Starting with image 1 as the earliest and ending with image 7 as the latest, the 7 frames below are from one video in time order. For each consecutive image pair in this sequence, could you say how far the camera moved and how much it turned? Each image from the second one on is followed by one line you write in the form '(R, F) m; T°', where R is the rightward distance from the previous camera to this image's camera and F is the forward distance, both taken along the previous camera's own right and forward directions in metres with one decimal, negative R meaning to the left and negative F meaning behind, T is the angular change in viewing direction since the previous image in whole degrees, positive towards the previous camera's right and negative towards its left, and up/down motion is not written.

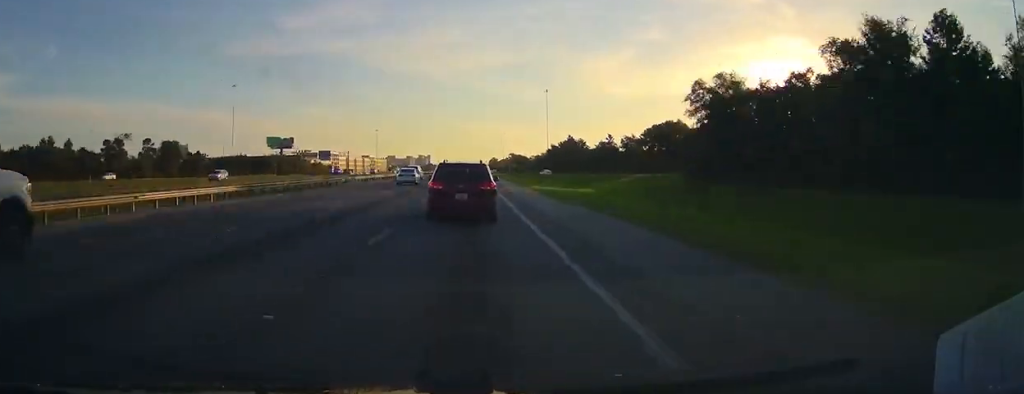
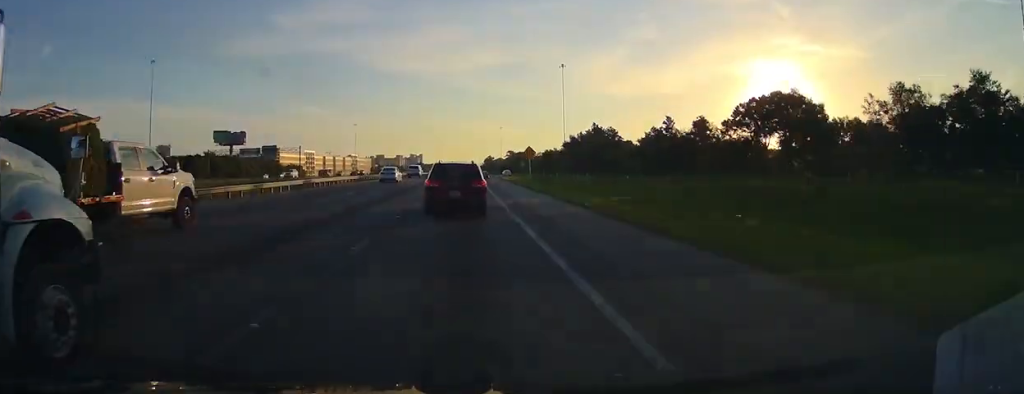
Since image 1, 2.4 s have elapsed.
(-0.1, +63.2) m; 0°
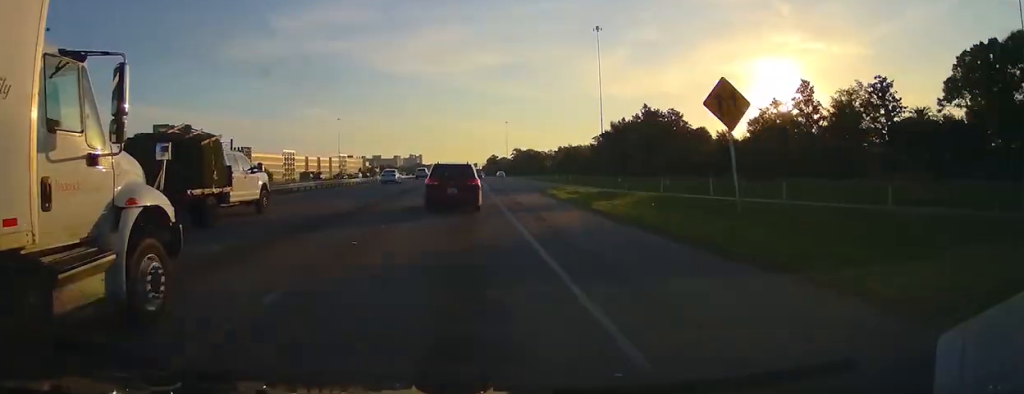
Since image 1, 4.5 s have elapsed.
(+0.2, +56.4) m; 0°
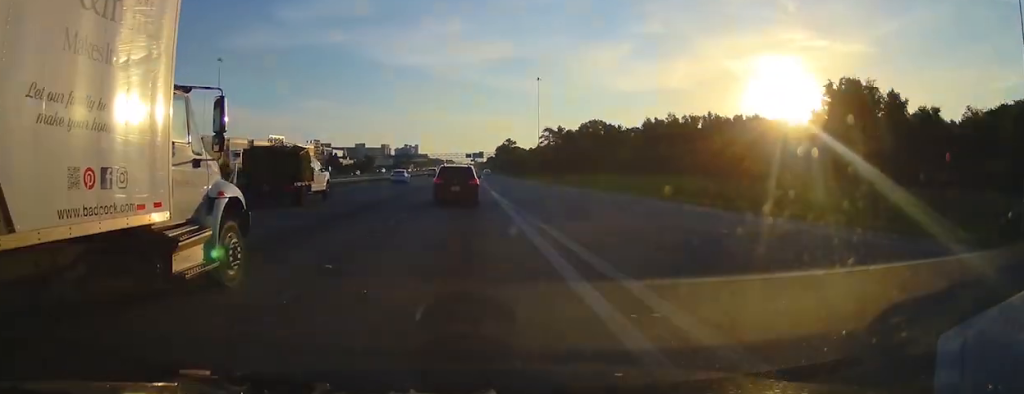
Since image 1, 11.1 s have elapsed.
(+0.4, +176.3) m; 0°
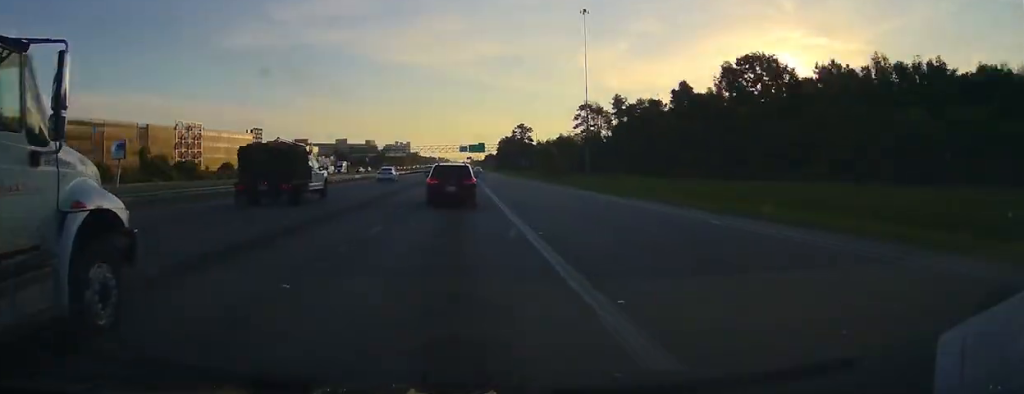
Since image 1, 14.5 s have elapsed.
(-0.4, +97.3) m; 0°
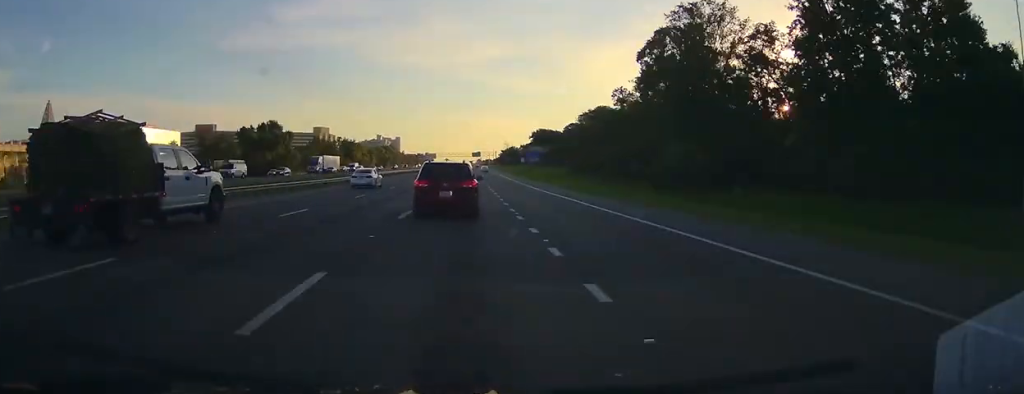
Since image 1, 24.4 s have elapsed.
(-0.3, +281.8) m; 0°
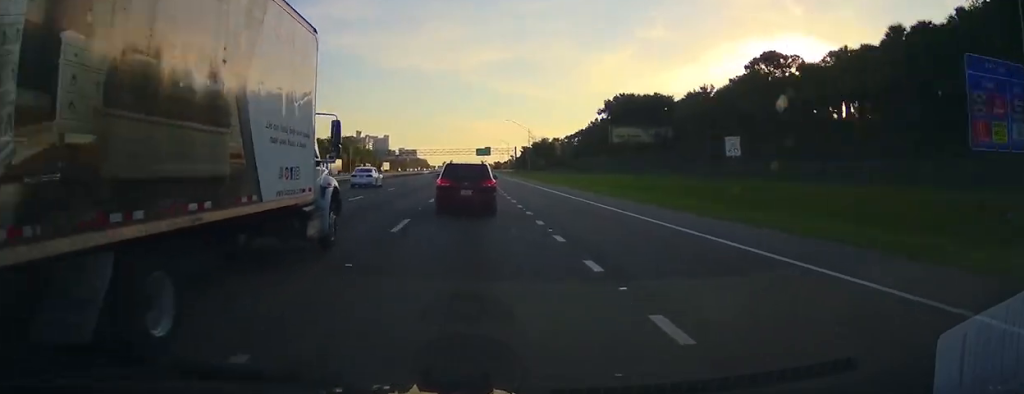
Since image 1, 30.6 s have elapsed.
(-0.2, +175.2) m; 0°
